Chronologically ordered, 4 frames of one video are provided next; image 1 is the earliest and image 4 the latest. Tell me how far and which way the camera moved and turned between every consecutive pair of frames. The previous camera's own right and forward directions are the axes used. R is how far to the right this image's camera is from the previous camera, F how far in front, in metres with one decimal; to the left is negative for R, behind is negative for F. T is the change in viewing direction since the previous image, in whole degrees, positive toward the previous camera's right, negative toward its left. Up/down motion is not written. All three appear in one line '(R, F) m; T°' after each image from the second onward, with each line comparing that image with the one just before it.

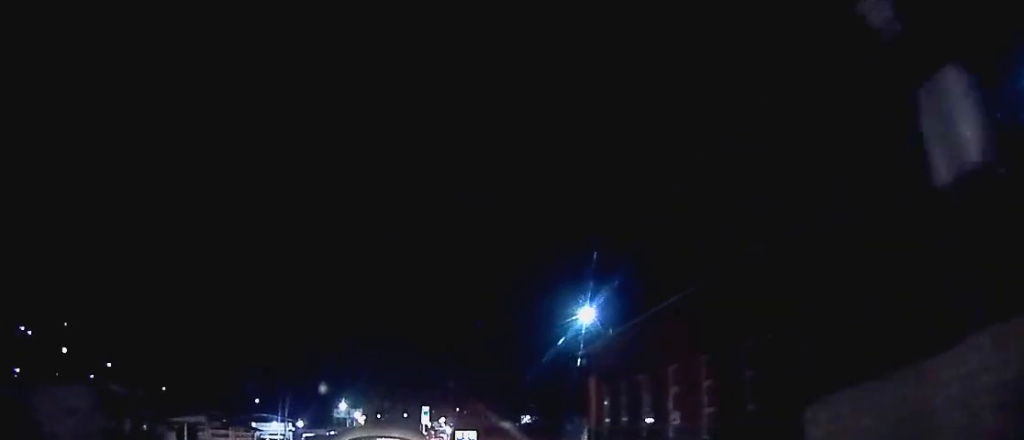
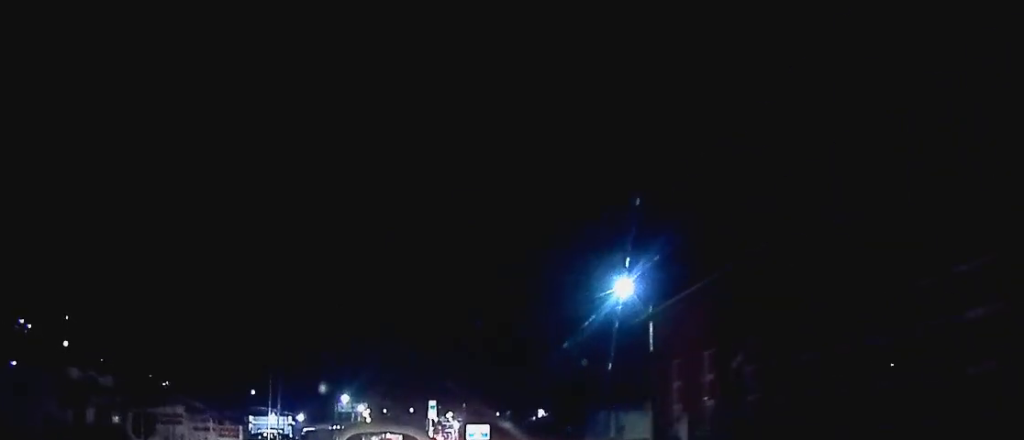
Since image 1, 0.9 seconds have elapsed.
(-0.1, +6.7) m; -1°
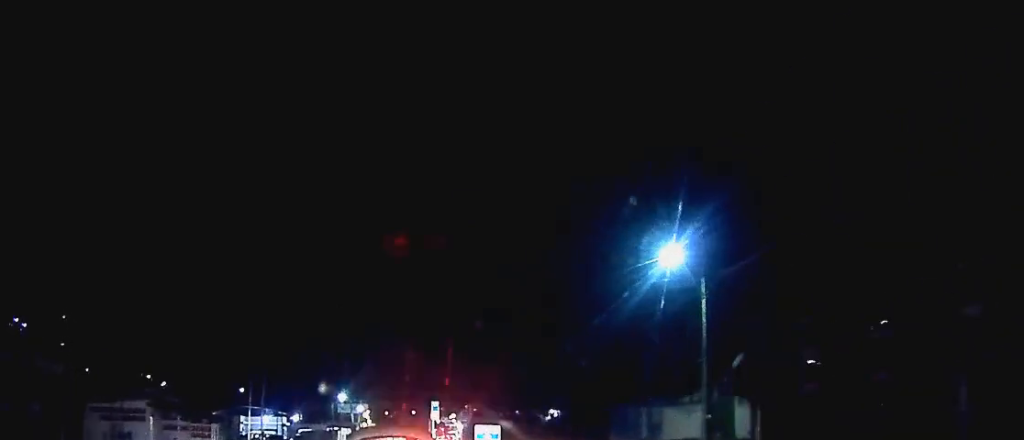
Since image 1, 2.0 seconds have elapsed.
(0.0, +7.3) m; 0°
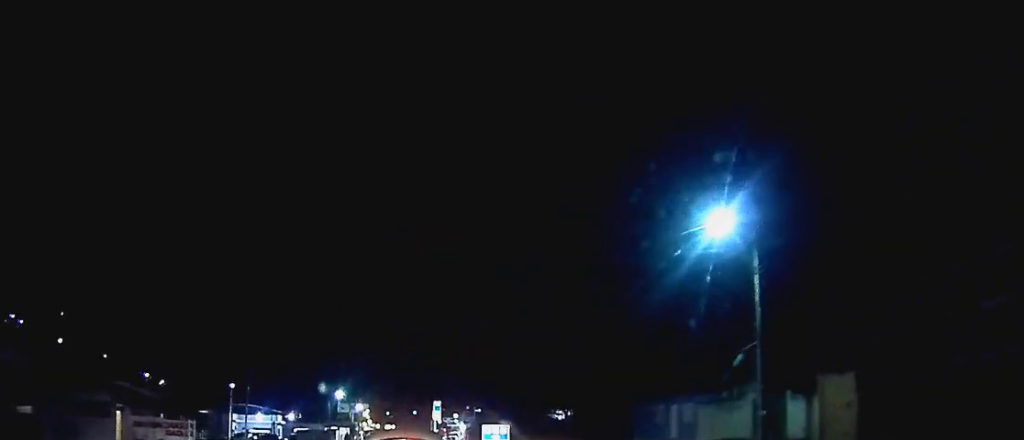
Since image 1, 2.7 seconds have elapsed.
(0.0, +5.5) m; 0°
